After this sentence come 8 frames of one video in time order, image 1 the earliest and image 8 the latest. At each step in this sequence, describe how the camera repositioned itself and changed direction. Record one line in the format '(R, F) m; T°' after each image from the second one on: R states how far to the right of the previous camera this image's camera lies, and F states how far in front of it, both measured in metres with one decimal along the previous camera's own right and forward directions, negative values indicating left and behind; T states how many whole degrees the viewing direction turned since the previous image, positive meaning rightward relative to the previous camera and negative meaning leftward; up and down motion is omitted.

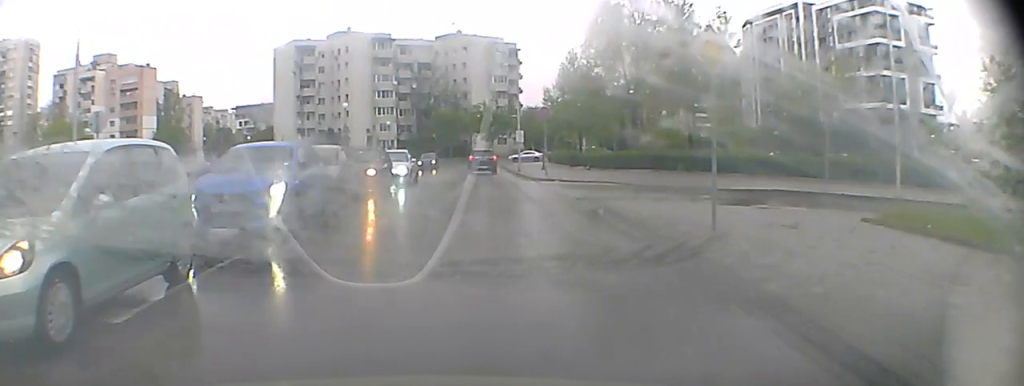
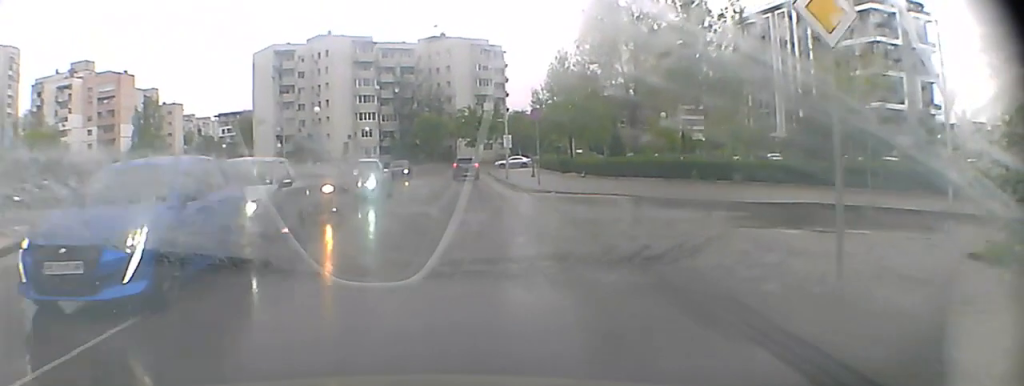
(0.0, +6.0) m; 0°
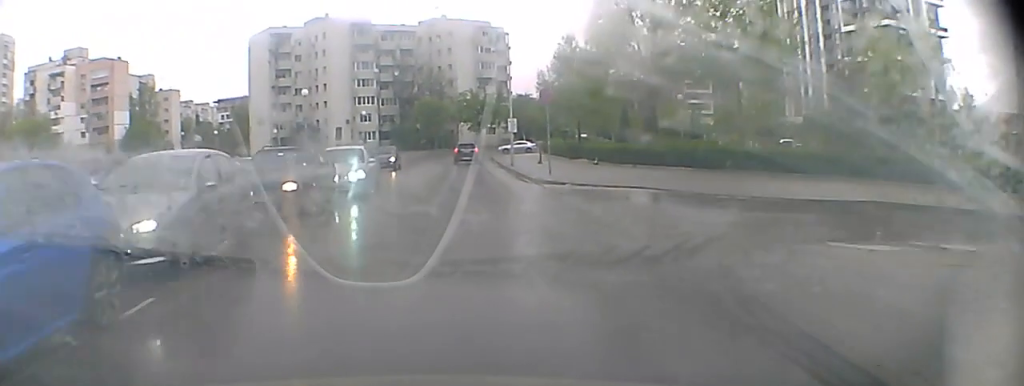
(0.0, +6.6) m; +1°
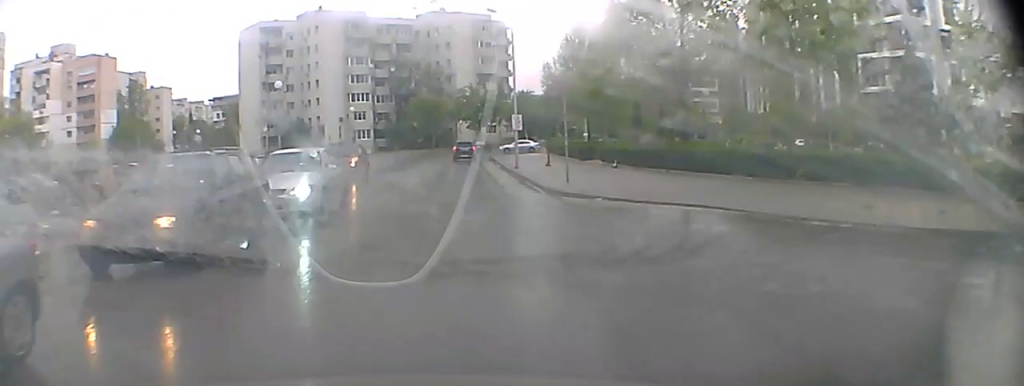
(+0.1, +8.2) m; +1°
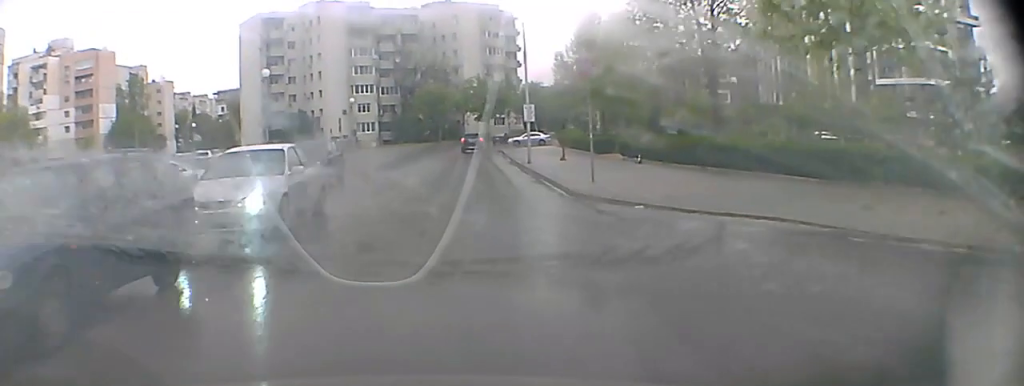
(+0.1, +4.9) m; +1°
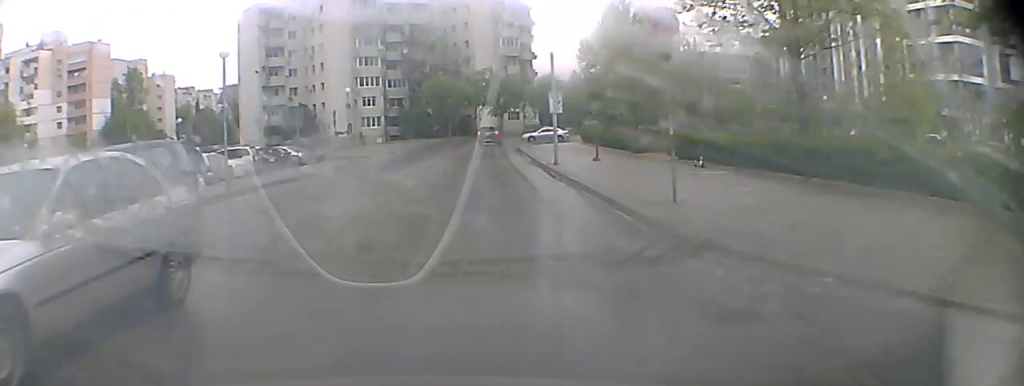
(0.0, +9.3) m; -1°
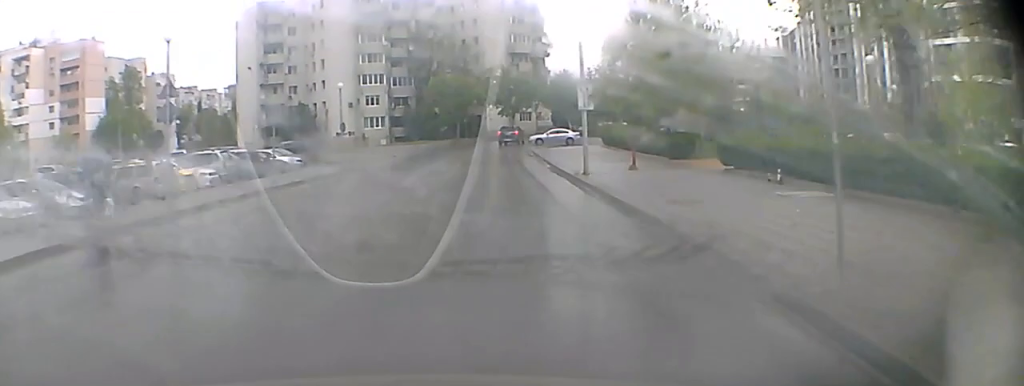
(-0.1, +7.7) m; -1°
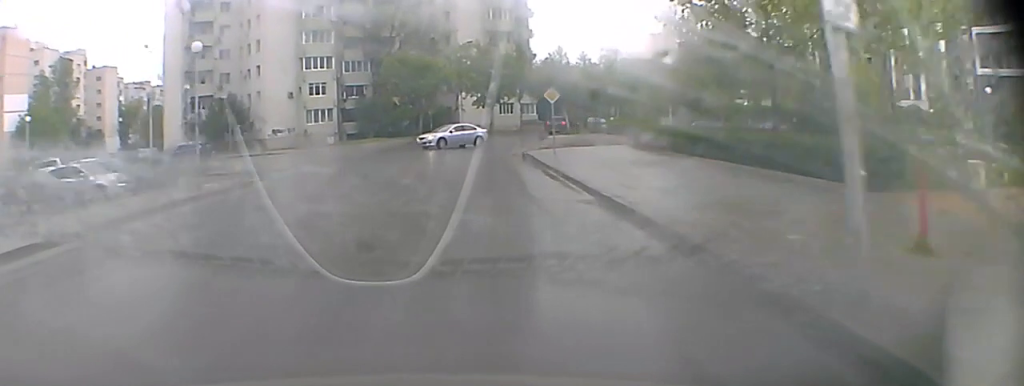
(+0.2, +24.0) m; +3°
